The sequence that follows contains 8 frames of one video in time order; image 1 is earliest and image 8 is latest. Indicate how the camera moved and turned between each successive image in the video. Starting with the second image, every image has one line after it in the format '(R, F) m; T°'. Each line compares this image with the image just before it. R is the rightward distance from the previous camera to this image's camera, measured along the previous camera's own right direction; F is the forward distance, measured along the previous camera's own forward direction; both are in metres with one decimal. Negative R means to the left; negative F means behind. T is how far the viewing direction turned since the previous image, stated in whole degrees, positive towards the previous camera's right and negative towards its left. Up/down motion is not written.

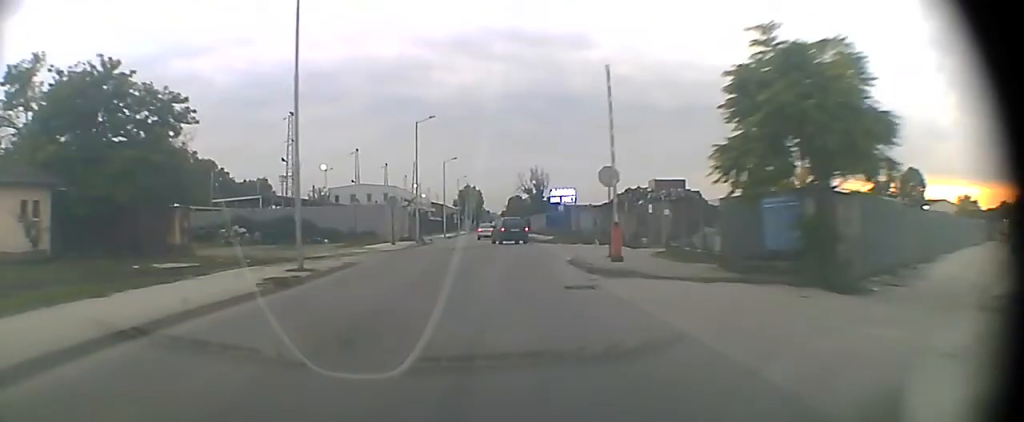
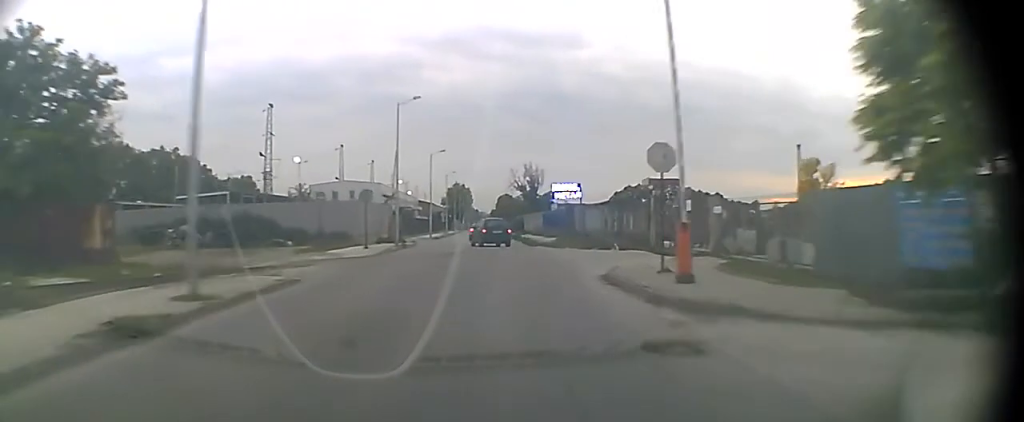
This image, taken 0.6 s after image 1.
(0.0, +7.5) m; 0°
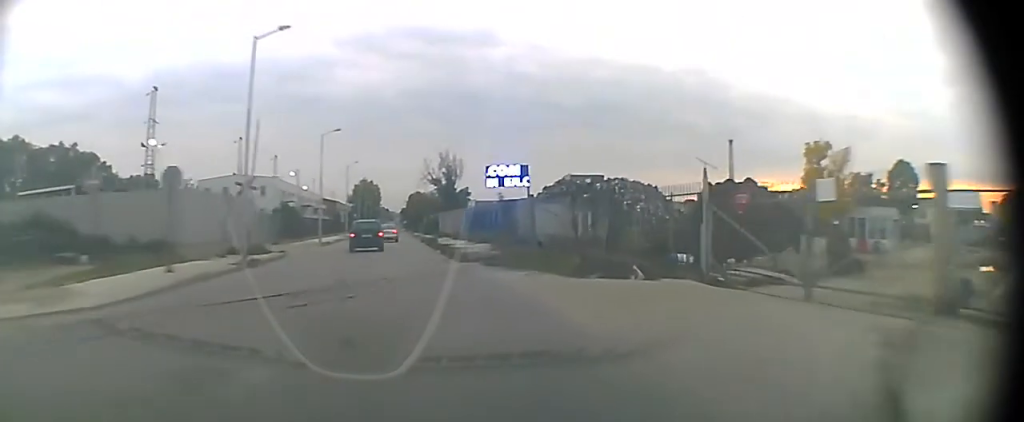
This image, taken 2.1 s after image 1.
(+0.4, +16.0) m; +4°
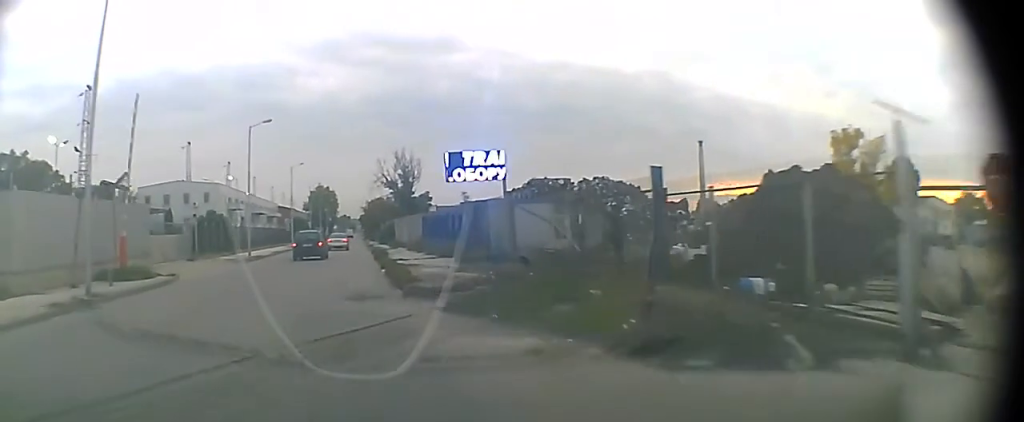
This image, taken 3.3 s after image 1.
(+0.4, +9.9) m; +1°
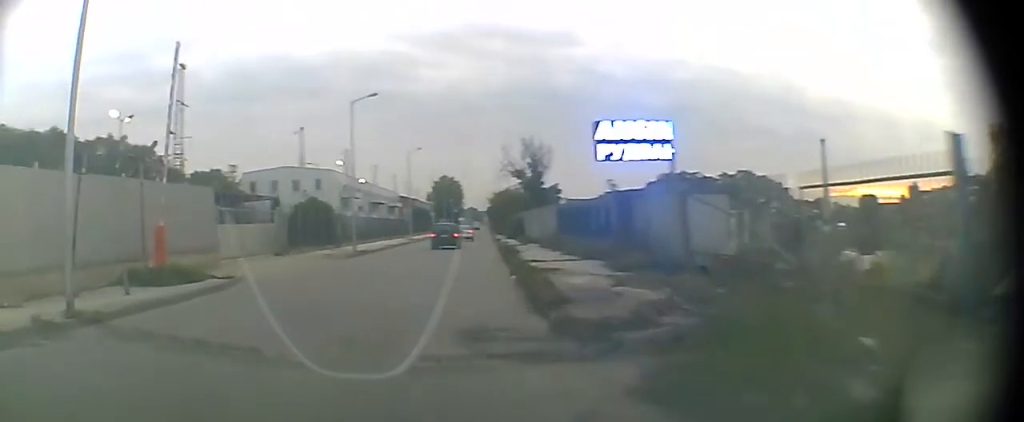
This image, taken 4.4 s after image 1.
(-0.3, +6.9) m; -8°
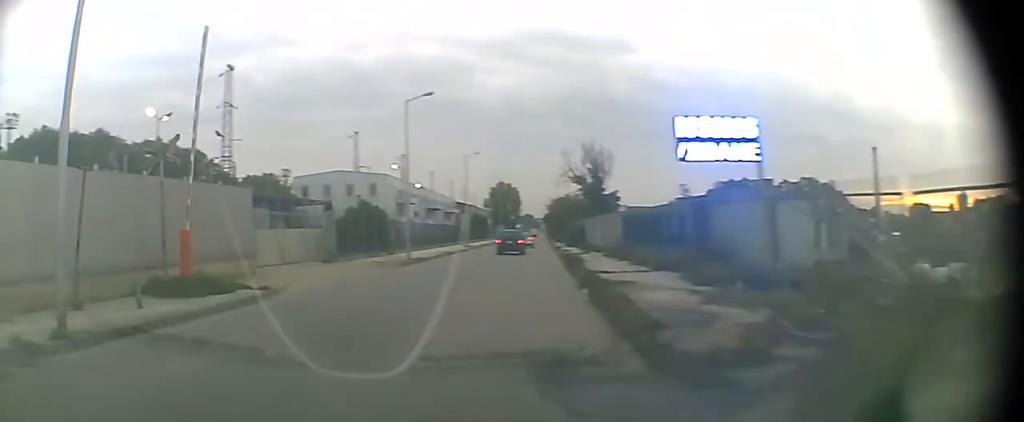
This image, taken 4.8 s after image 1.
(-0.1, +2.2) m; -2°
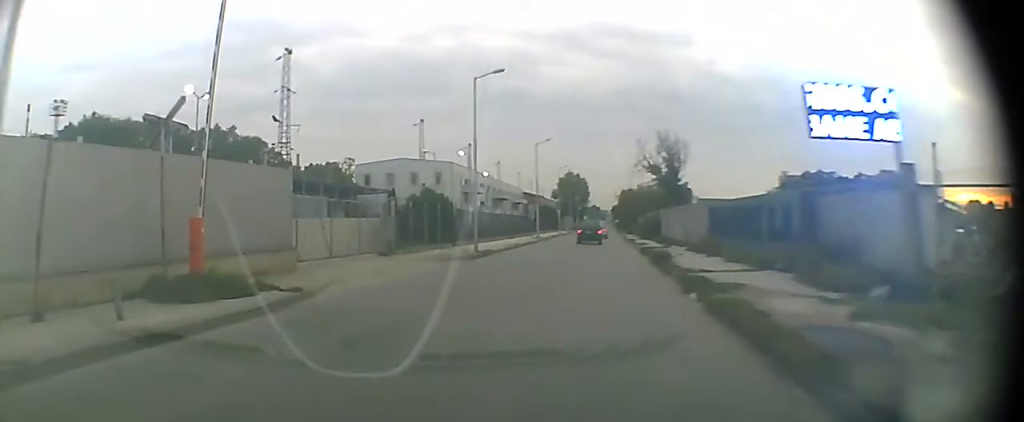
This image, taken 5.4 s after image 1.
(-0.2, +3.2) m; -3°
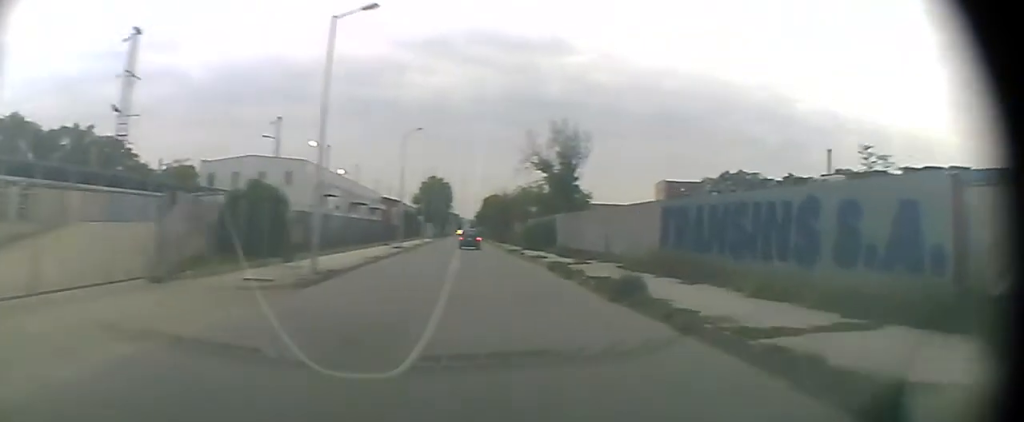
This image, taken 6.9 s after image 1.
(+0.4, +9.7) m; +7°
